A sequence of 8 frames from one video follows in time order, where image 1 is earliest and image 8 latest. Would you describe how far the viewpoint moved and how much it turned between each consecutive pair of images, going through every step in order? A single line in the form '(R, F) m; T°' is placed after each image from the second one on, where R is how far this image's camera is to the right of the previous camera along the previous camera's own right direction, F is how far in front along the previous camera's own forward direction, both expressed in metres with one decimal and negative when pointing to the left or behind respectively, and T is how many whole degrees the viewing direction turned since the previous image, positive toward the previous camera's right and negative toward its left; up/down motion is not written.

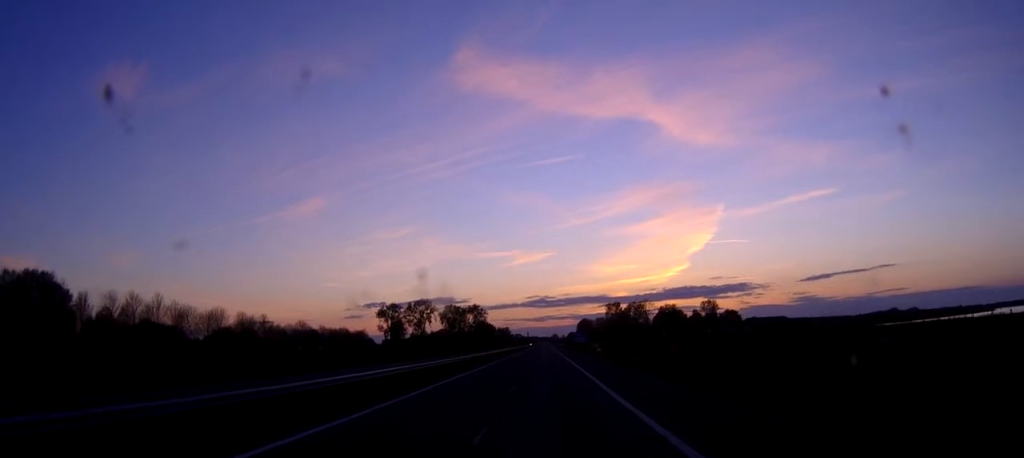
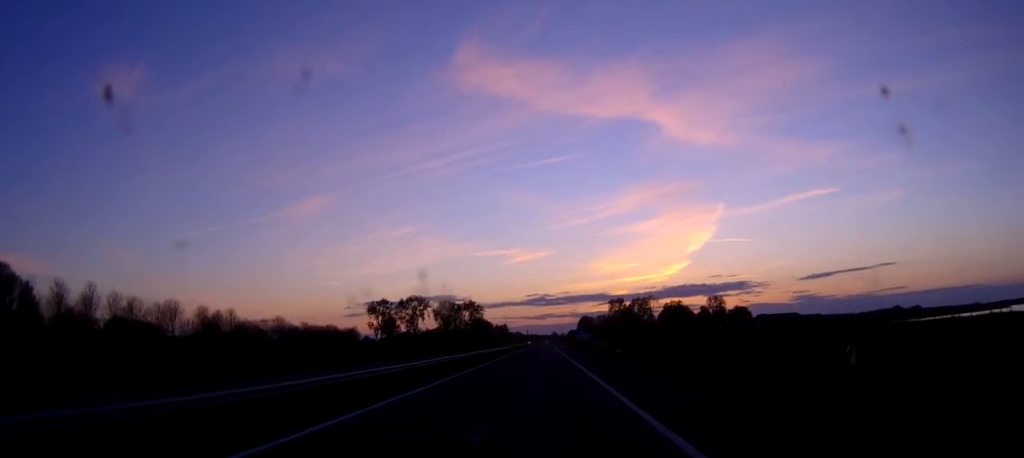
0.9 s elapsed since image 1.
(+0.2, +24.0) m; 0°
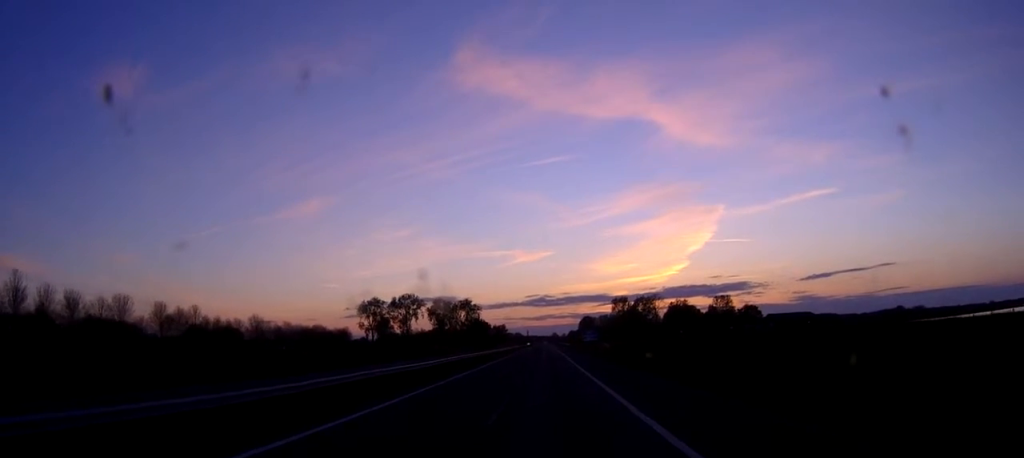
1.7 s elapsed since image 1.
(-0.1, +21.4) m; -1°
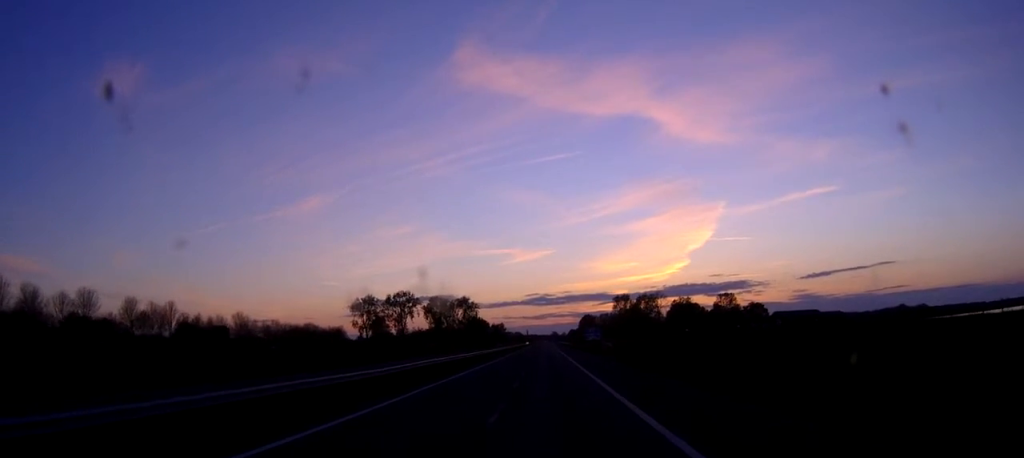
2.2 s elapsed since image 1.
(-0.1, +12.5) m; 0°
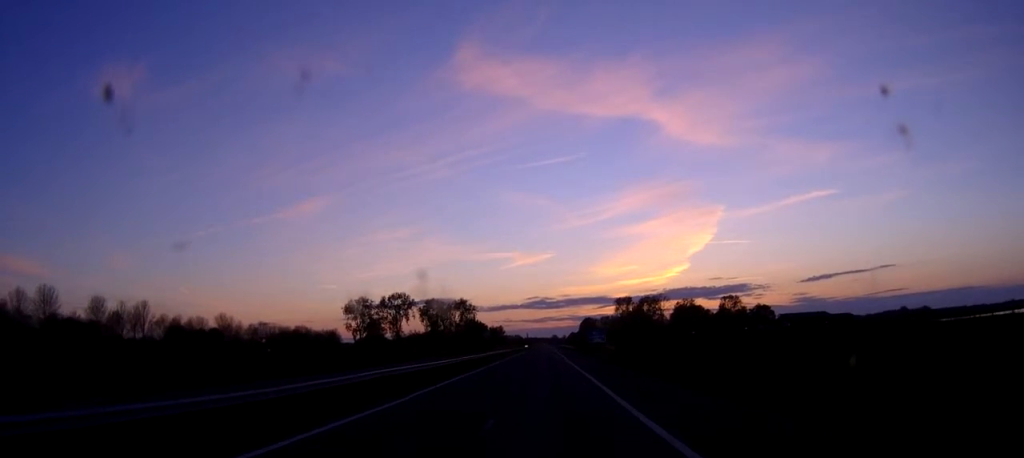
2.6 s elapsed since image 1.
(0.0, +12.4) m; 0°
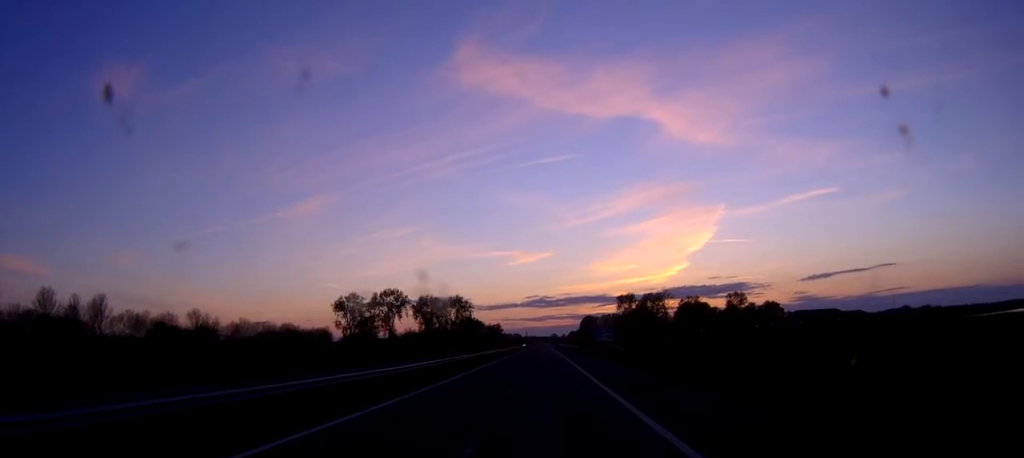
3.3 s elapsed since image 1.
(-0.1, +16.7) m; 0°
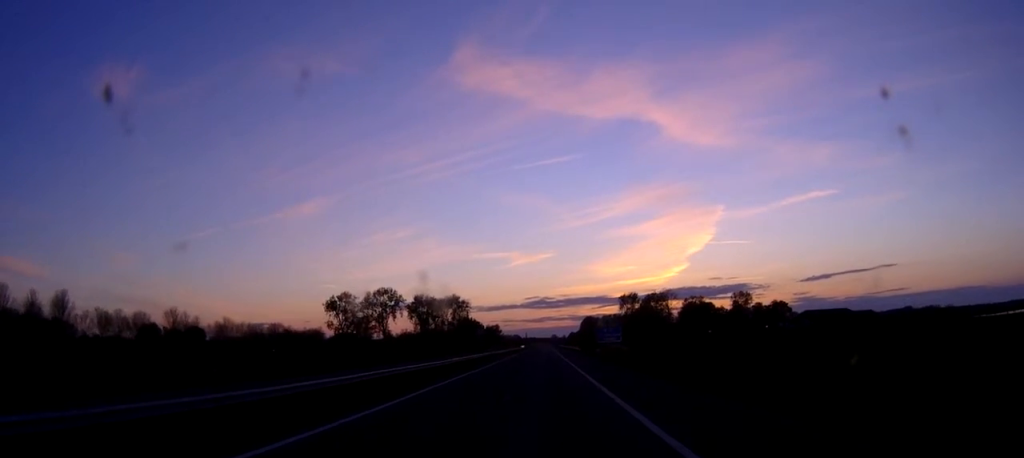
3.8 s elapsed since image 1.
(-0.1, +13.2) m; 0°
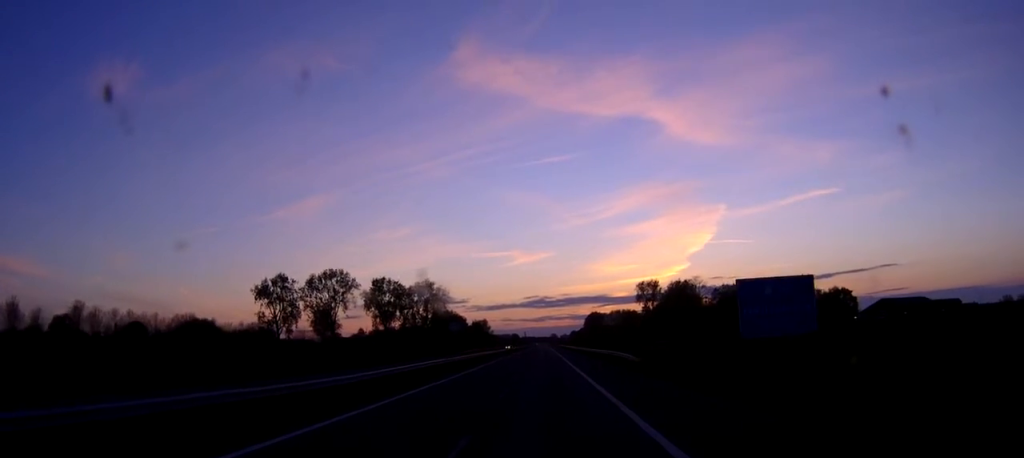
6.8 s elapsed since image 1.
(+0.2, +81.7) m; 0°
